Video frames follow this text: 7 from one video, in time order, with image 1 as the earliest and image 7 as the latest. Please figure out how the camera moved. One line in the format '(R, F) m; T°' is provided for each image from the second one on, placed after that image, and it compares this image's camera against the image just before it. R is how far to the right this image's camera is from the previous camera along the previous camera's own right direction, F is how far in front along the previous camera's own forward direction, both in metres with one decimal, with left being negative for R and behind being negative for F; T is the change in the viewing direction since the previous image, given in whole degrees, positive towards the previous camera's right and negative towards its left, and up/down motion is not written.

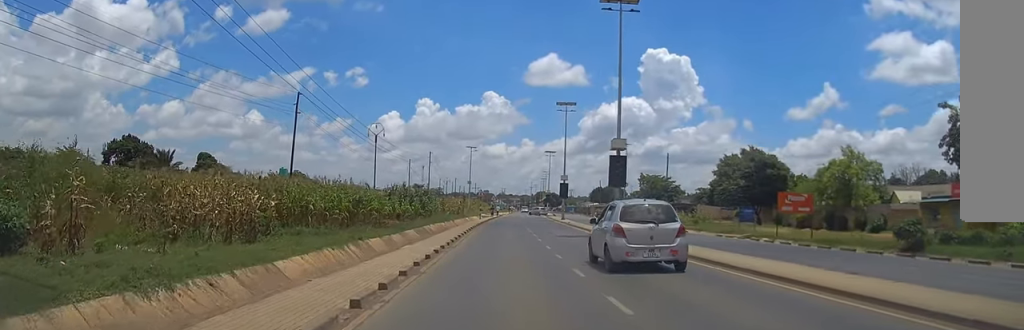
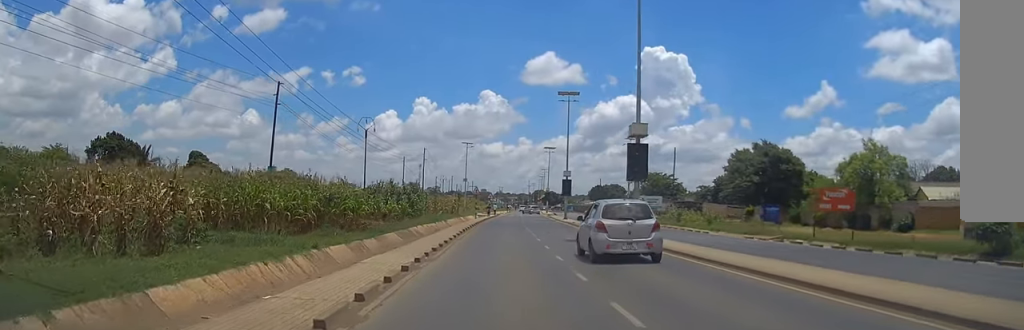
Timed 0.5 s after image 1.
(0.0, +5.5) m; 0°
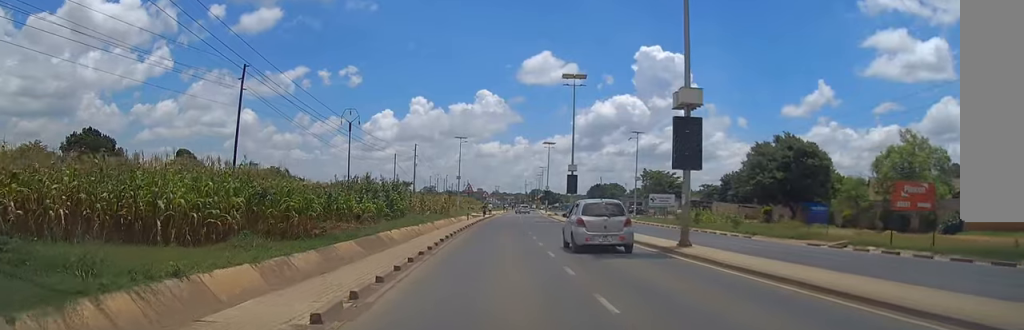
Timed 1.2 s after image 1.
(0.0, +8.0) m; 0°
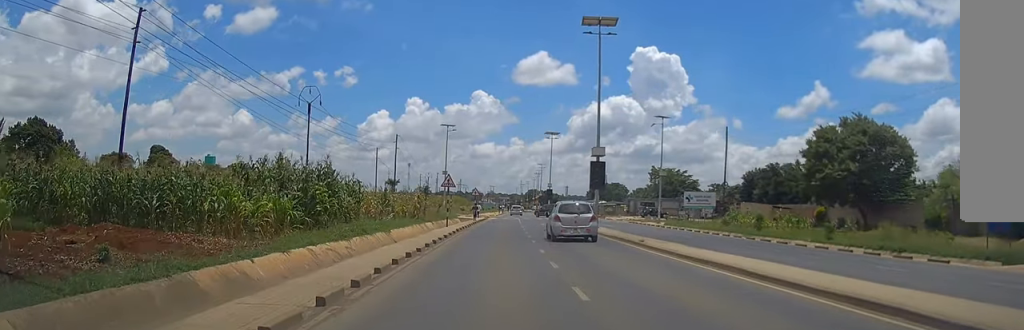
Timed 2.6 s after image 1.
(0.0, +17.2) m; 0°
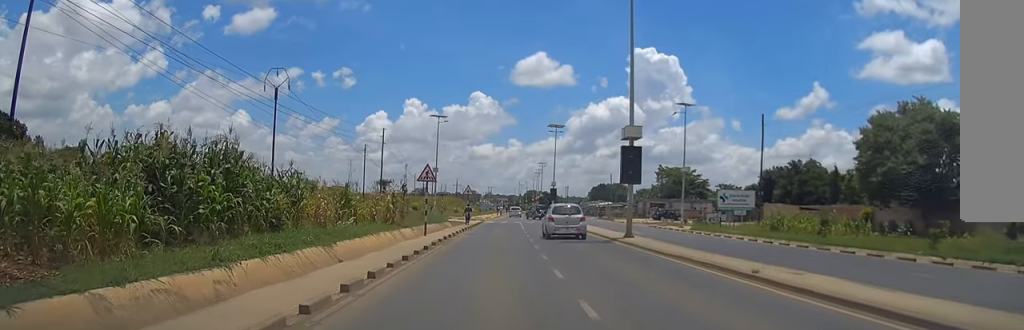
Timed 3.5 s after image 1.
(0.0, +10.5) m; 0°
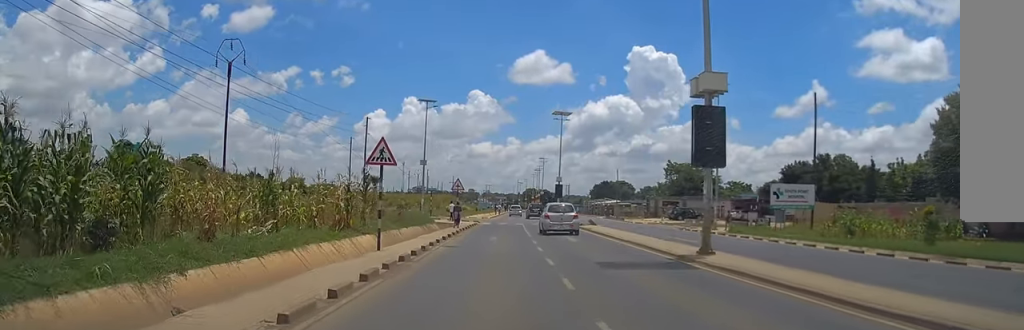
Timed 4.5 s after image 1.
(+0.1, +11.0) m; 0°
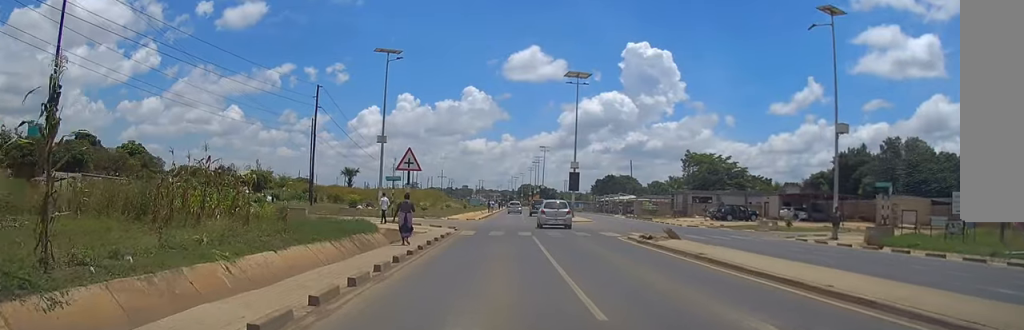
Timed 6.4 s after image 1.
(+0.1, +21.6) m; +1°
